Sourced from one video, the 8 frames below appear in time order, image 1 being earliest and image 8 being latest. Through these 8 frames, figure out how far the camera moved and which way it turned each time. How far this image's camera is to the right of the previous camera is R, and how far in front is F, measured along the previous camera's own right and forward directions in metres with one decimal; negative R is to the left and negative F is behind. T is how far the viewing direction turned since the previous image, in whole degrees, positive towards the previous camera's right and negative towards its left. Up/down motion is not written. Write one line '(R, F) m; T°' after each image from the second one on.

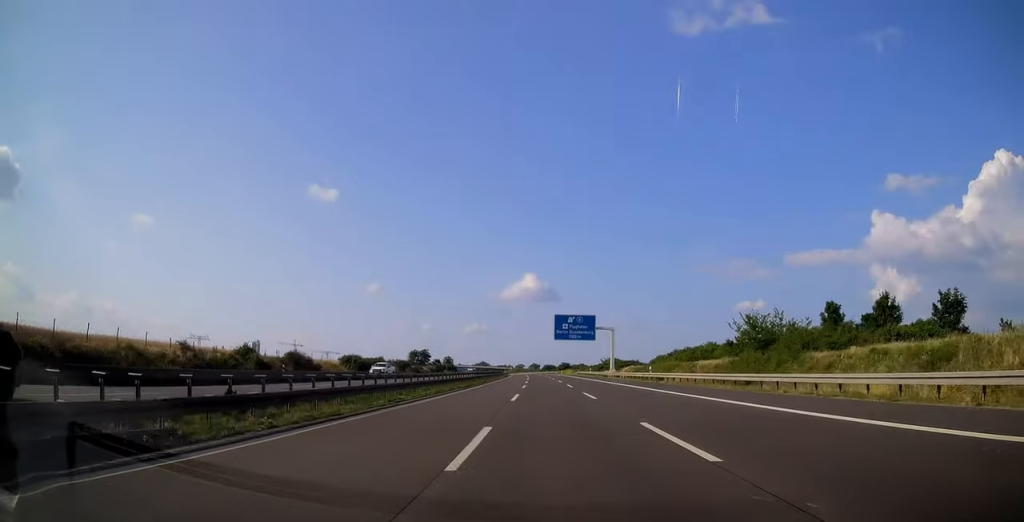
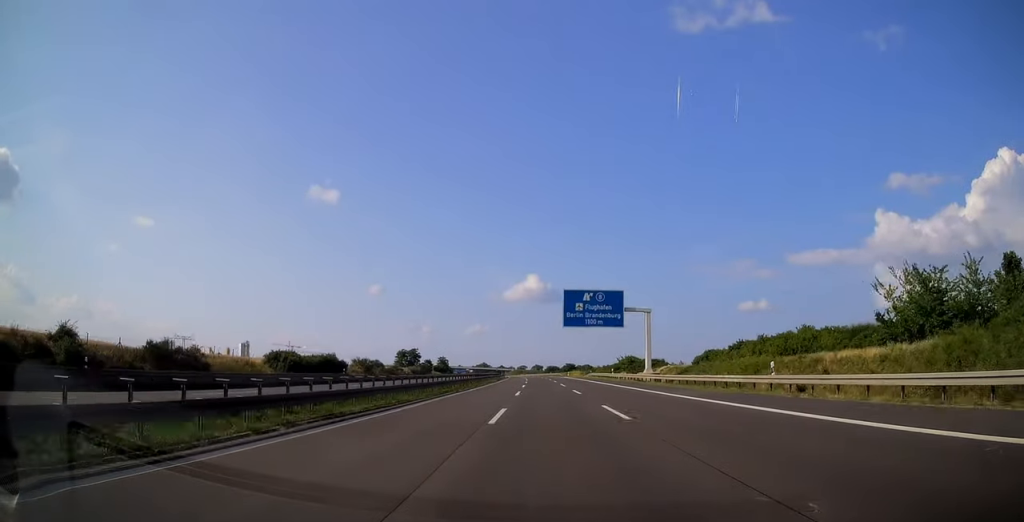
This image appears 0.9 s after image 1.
(0.0, +28.2) m; 0°
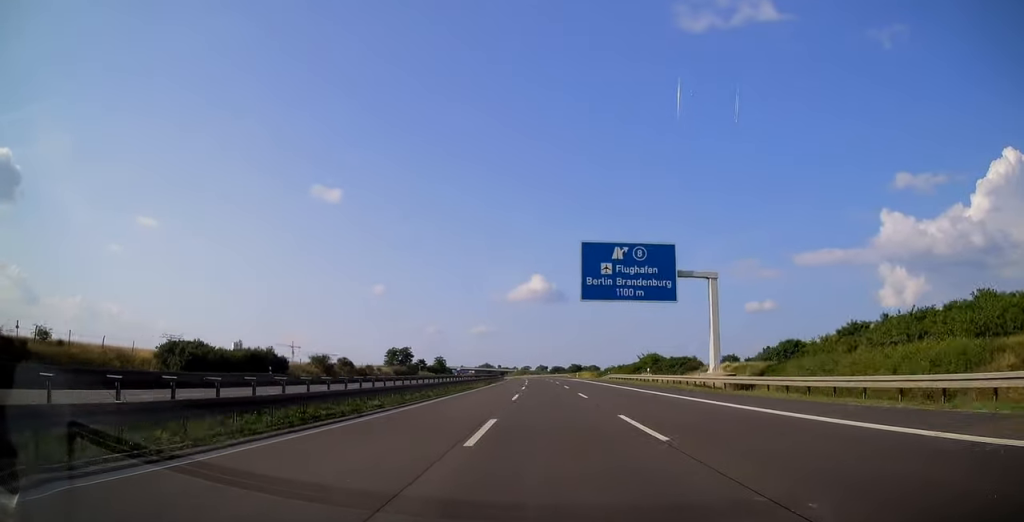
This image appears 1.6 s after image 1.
(0.0, +22.9) m; 0°
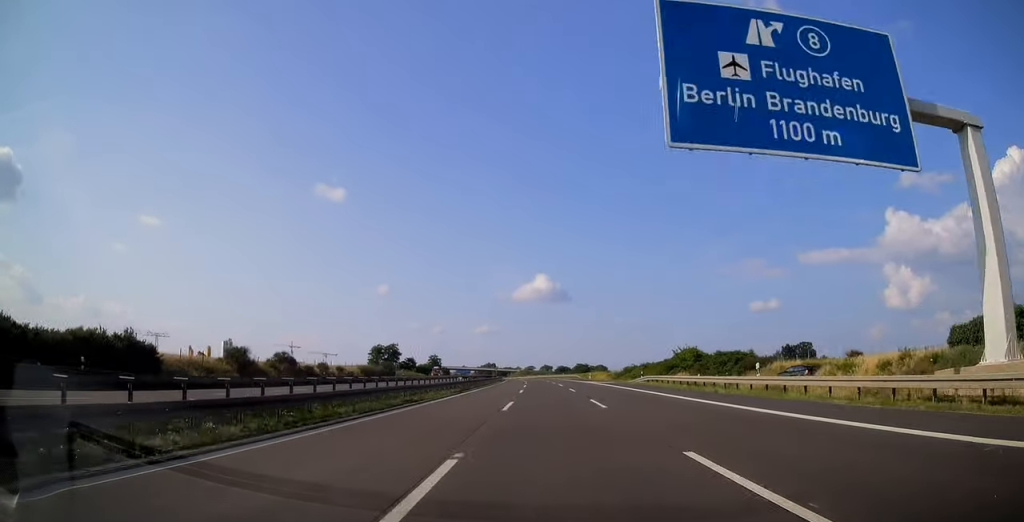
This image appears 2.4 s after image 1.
(0.0, +25.9) m; 0°
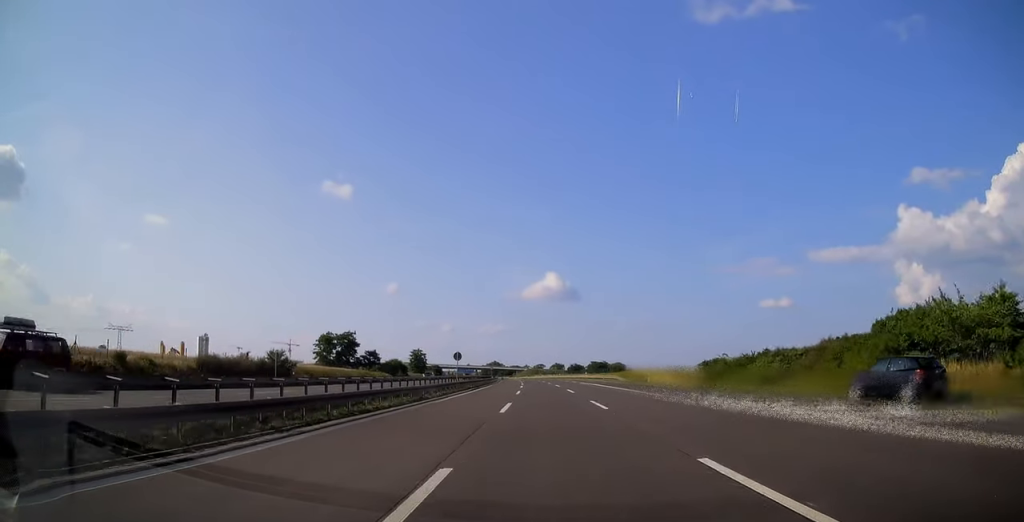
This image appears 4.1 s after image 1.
(-0.5, +54.8) m; -1°
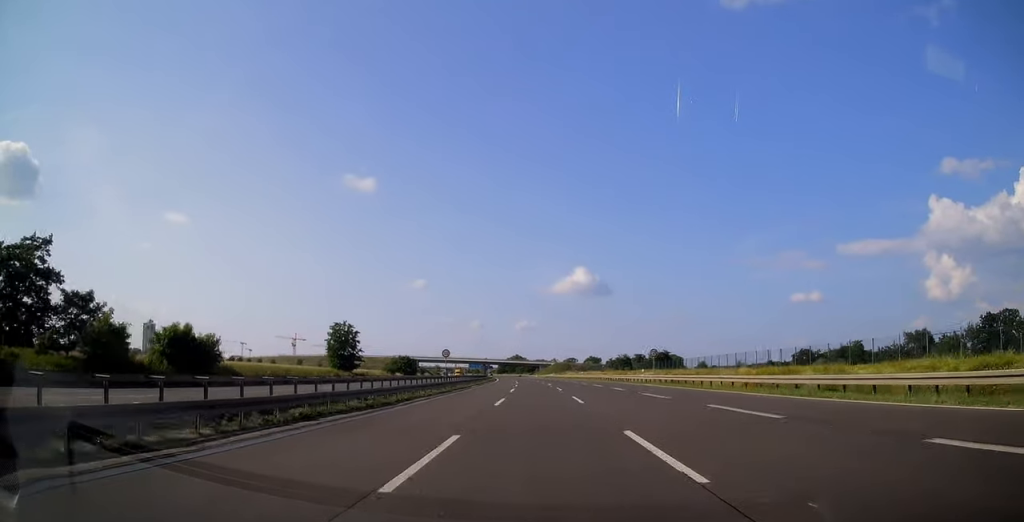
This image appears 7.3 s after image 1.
(-2.1, +104.2) m; -3°
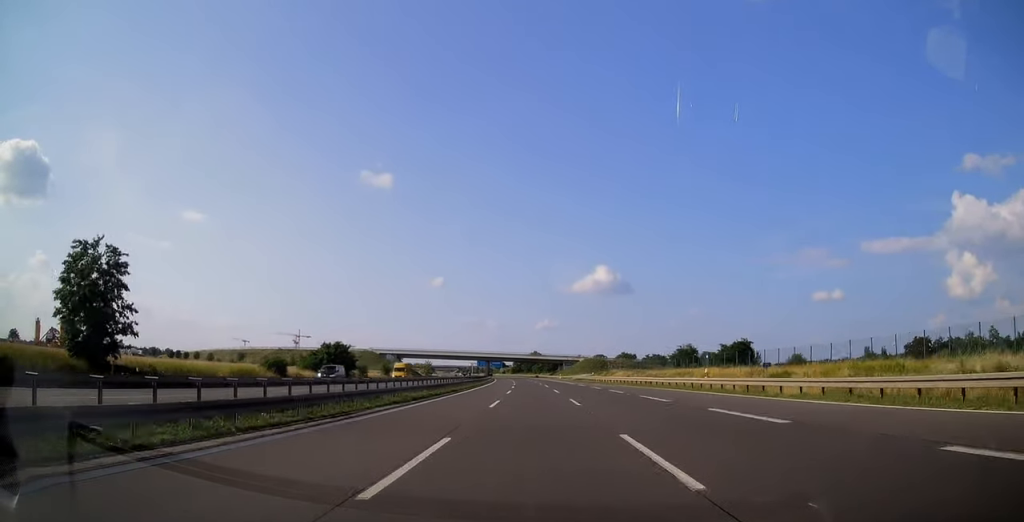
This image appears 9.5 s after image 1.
(-1.3, +71.6) m; -2°
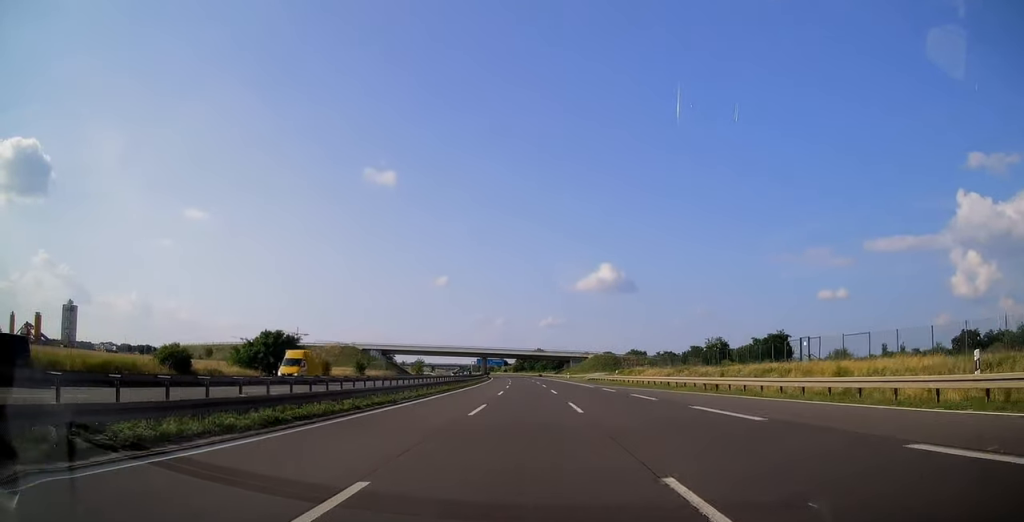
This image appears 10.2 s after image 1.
(-0.2, +23.6) m; 0°
